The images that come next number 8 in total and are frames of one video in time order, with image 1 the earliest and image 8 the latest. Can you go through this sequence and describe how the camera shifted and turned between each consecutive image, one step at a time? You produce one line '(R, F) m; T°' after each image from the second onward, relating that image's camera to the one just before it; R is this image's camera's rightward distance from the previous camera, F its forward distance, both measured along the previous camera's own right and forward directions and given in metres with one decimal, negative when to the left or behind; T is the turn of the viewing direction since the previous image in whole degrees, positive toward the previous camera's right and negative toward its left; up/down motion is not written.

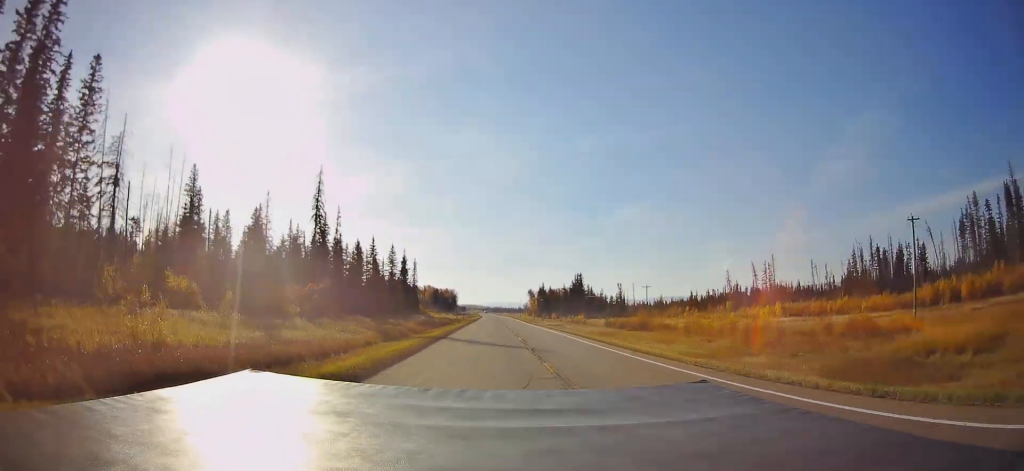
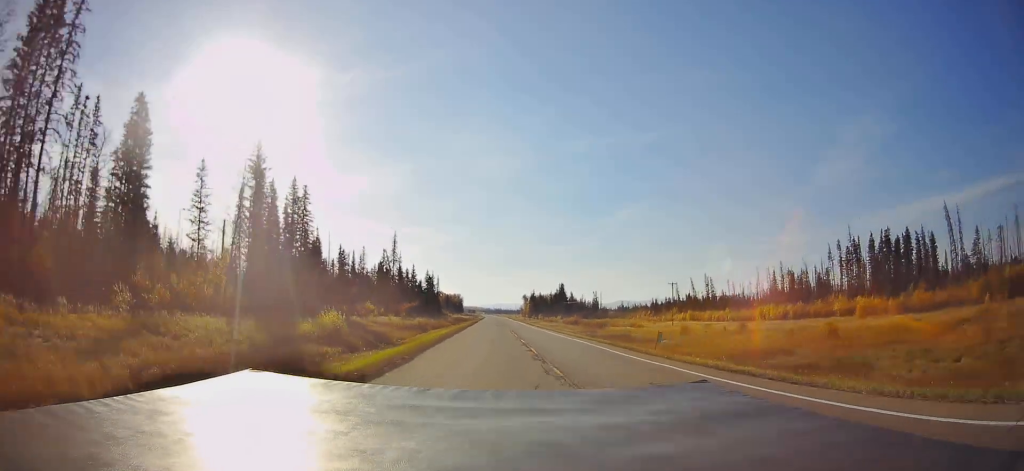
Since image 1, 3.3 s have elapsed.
(-0.4, +72.9) m; -1°
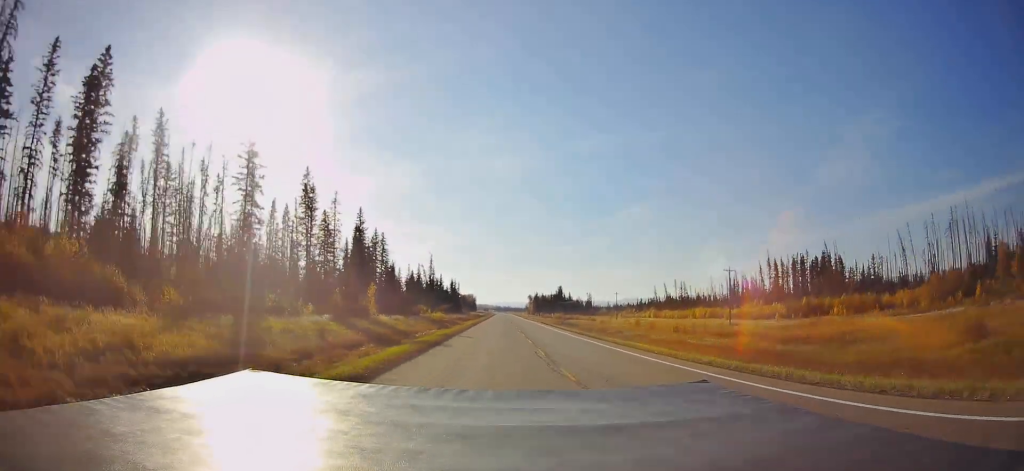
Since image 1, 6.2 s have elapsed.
(-0.9, +64.2) m; -1°
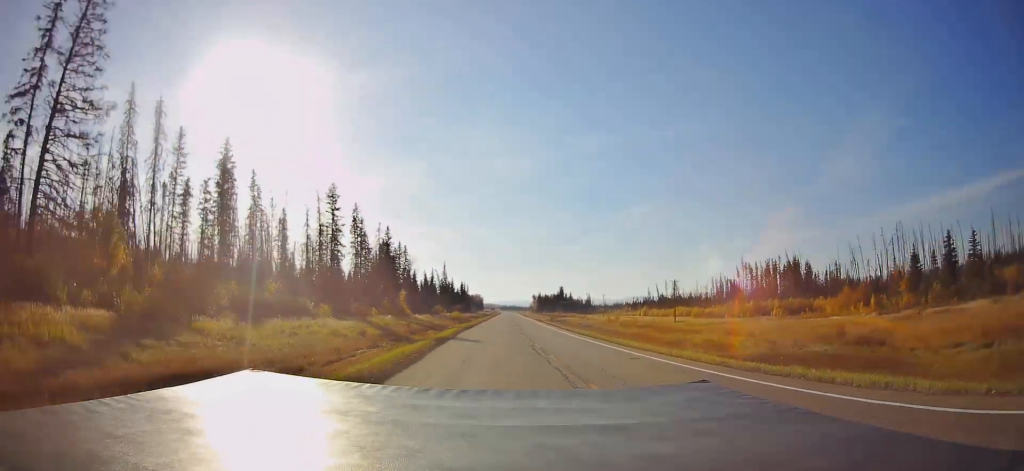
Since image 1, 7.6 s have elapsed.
(+0.1, +31.1) m; -1°
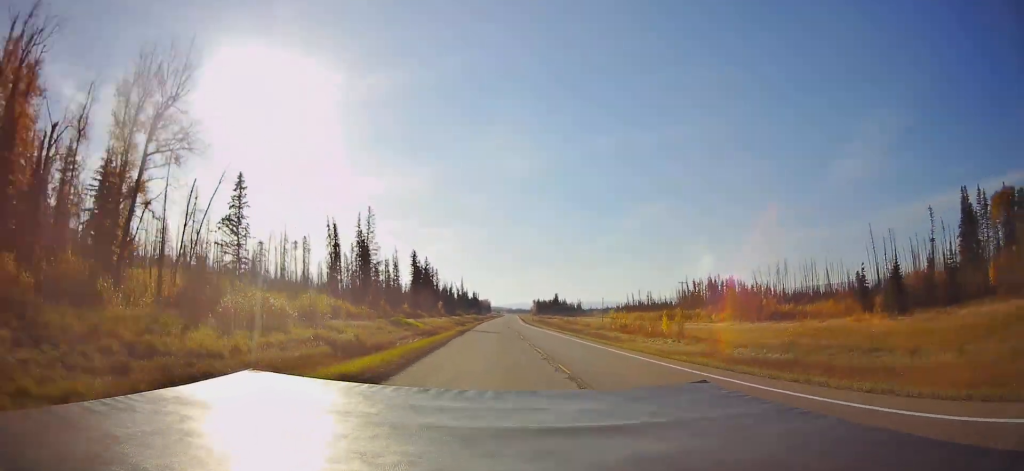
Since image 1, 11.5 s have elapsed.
(-0.9, +87.1) m; 0°
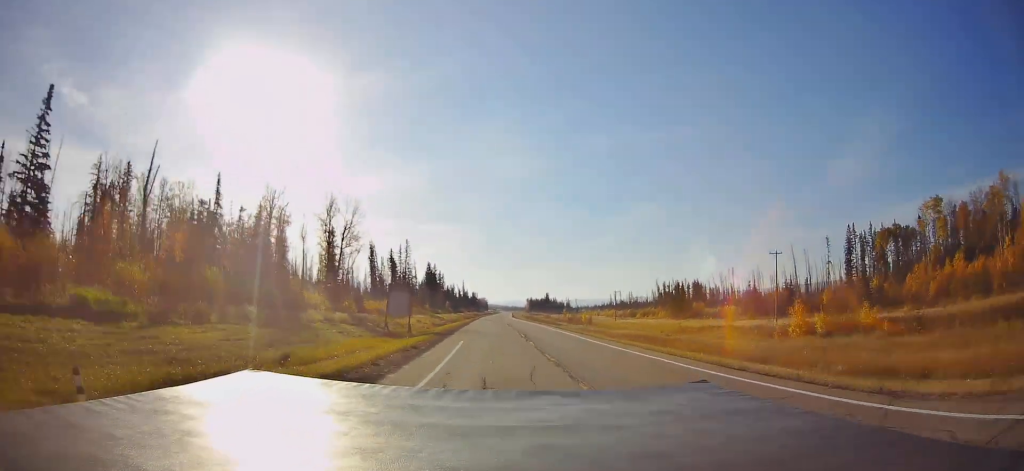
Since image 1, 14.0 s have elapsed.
(+0.2, +56.2) m; +1°
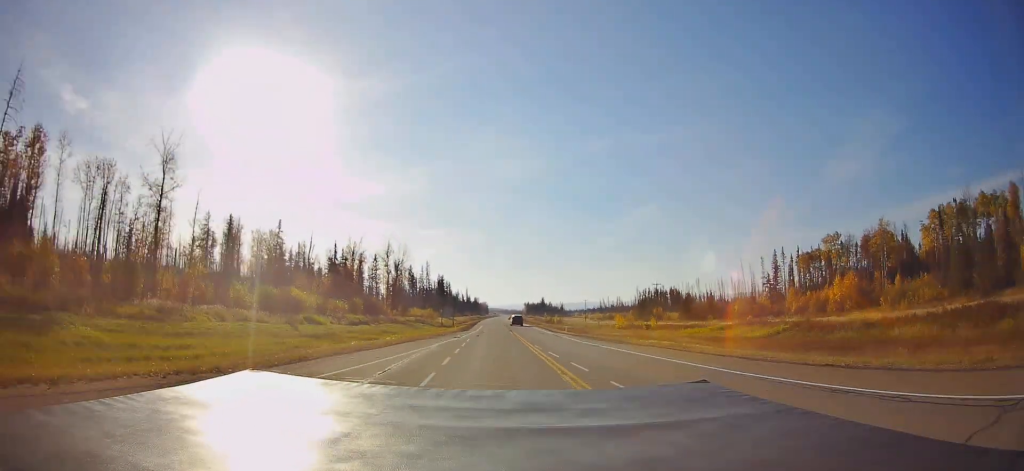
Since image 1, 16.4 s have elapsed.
(+0.6, +54.3) m; 0°
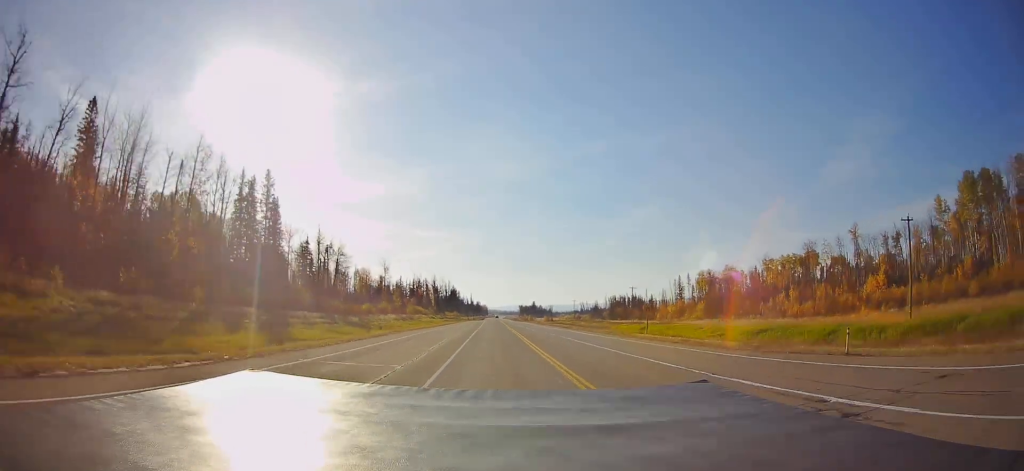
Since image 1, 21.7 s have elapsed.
(-1.2, +120.7) m; 0°
